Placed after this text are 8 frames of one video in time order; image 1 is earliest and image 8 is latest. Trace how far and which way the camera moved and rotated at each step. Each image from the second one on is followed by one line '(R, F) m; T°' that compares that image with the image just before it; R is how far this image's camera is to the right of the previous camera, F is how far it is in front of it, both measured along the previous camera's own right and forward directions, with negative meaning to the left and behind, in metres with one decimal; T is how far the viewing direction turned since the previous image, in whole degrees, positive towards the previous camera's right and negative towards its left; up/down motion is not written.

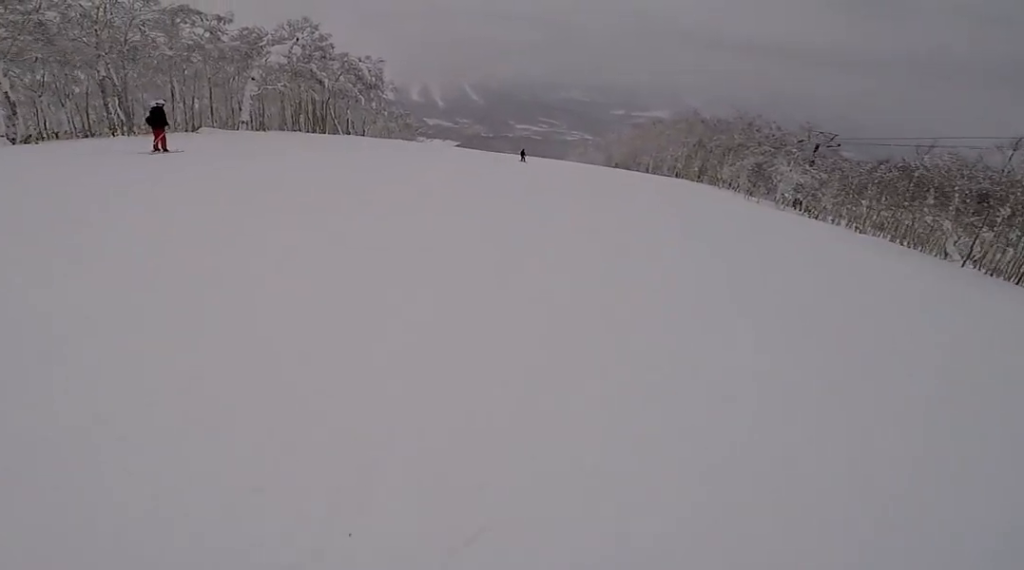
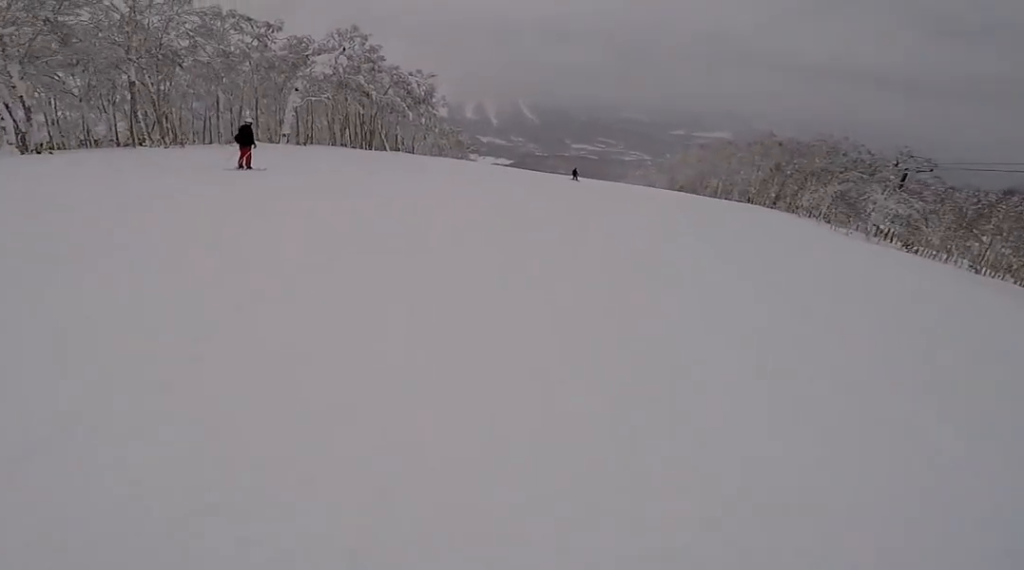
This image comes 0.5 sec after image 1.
(-0.5, +4.3) m; -4°
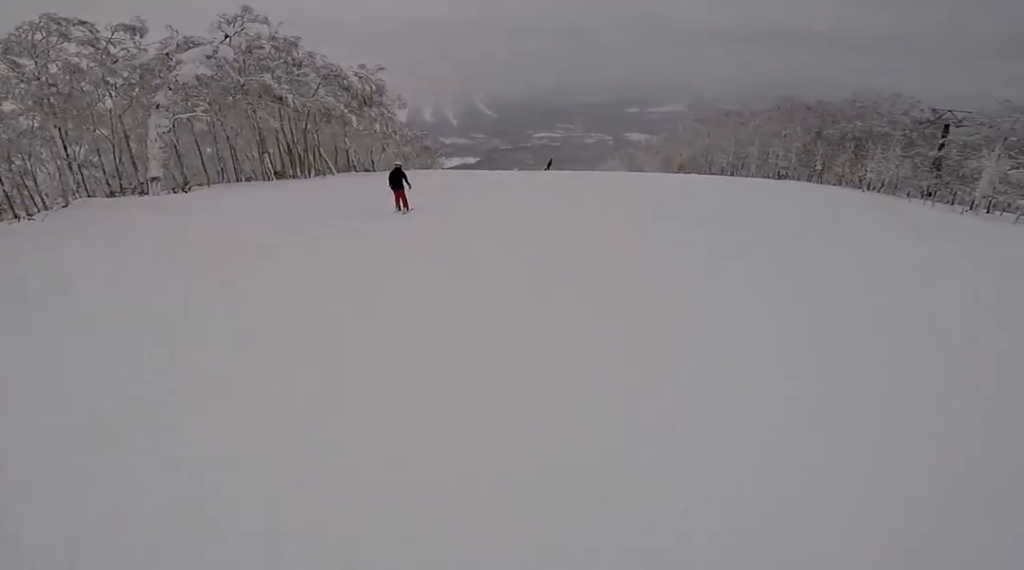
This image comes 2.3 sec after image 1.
(-0.5, +16.0) m; +7°
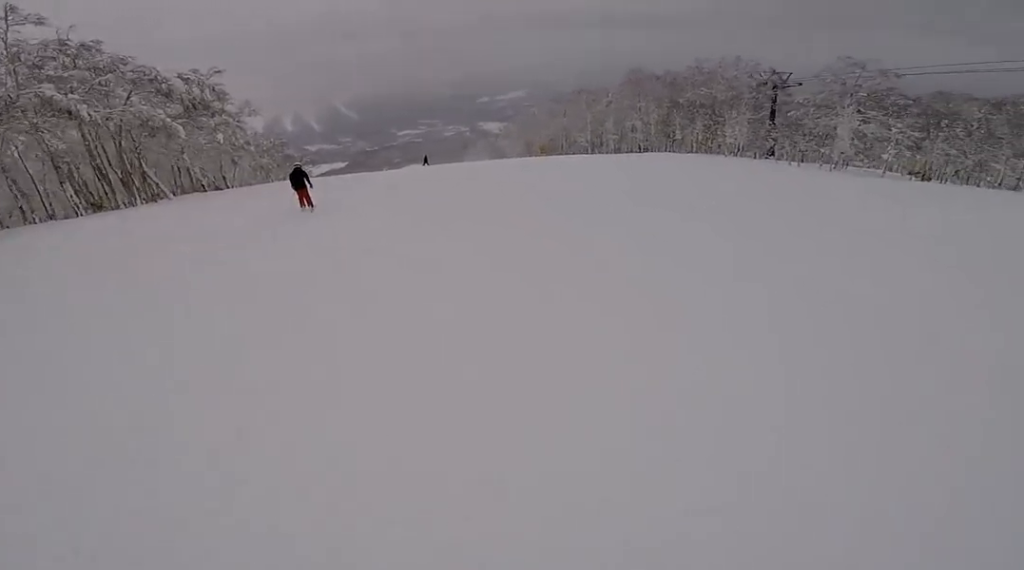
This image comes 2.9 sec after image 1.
(+0.2, +5.7) m; +11°
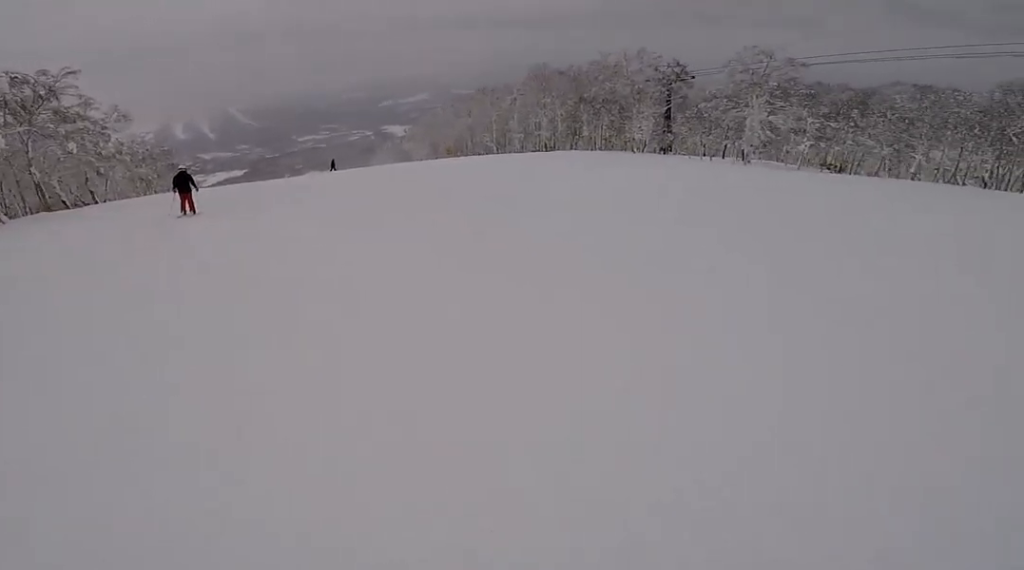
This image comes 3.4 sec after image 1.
(+0.6, +4.5) m; +7°
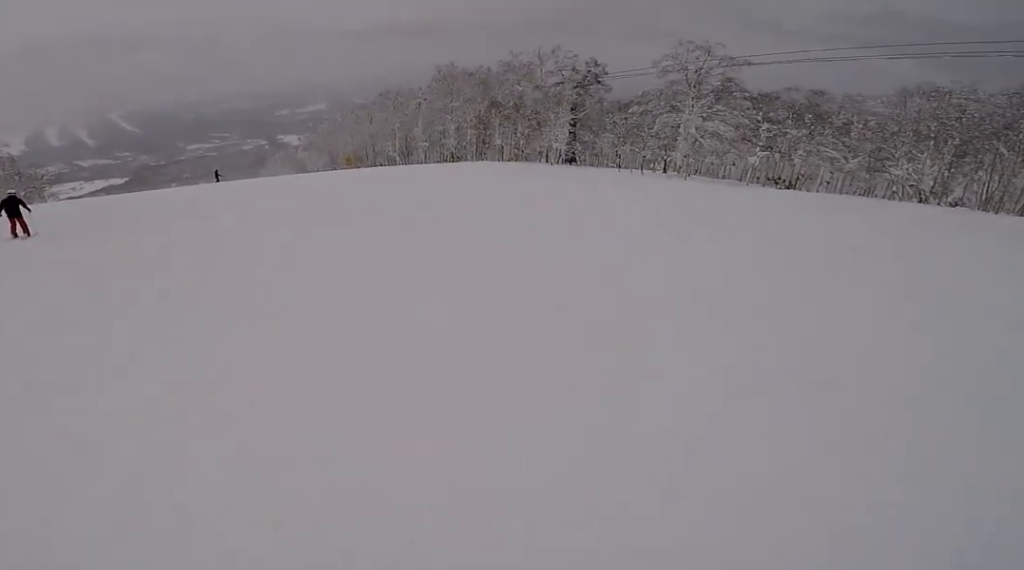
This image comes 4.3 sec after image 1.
(+0.9, +7.8) m; +6°
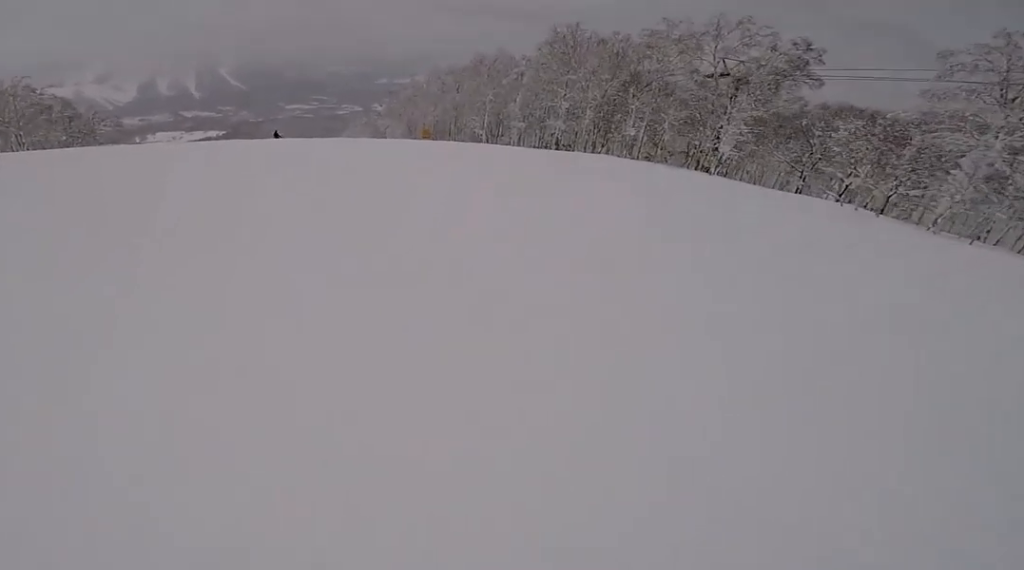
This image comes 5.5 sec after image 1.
(-0.3, +11.2) m; -9°
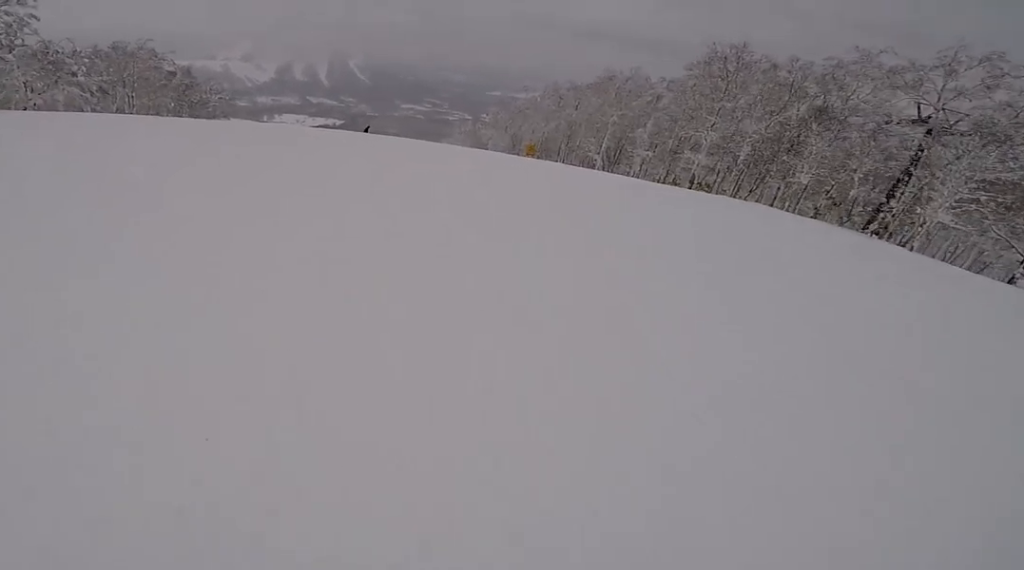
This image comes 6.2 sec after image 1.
(-0.3, +6.1) m; -8°
